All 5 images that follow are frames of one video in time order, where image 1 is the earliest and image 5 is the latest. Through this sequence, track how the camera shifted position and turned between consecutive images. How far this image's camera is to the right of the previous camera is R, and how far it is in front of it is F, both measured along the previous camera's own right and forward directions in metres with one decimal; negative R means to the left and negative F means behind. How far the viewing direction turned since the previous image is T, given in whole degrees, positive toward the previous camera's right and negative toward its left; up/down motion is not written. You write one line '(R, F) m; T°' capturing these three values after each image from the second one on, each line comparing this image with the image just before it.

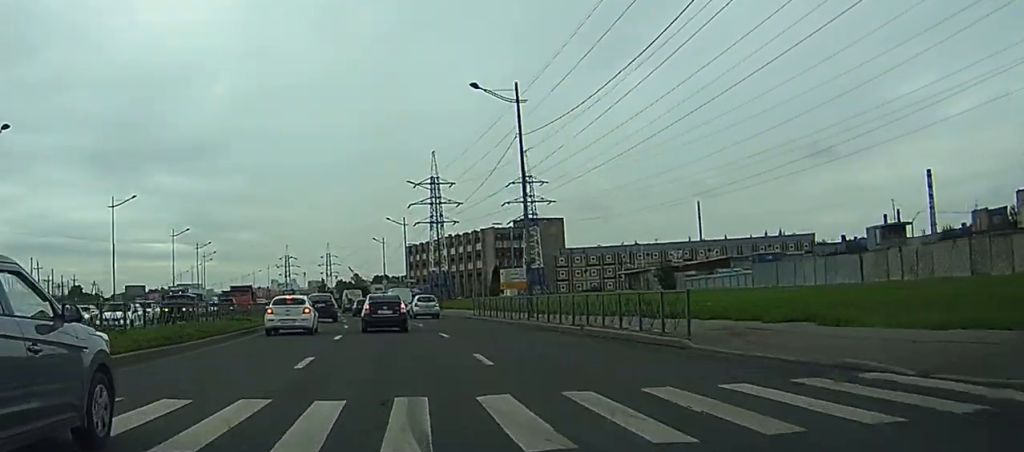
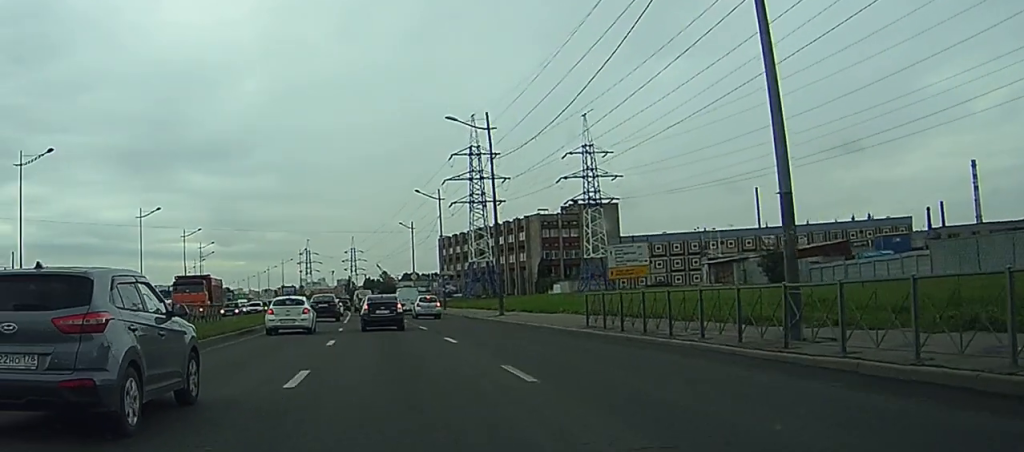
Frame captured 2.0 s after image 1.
(-0.5, +26.9) m; -2°
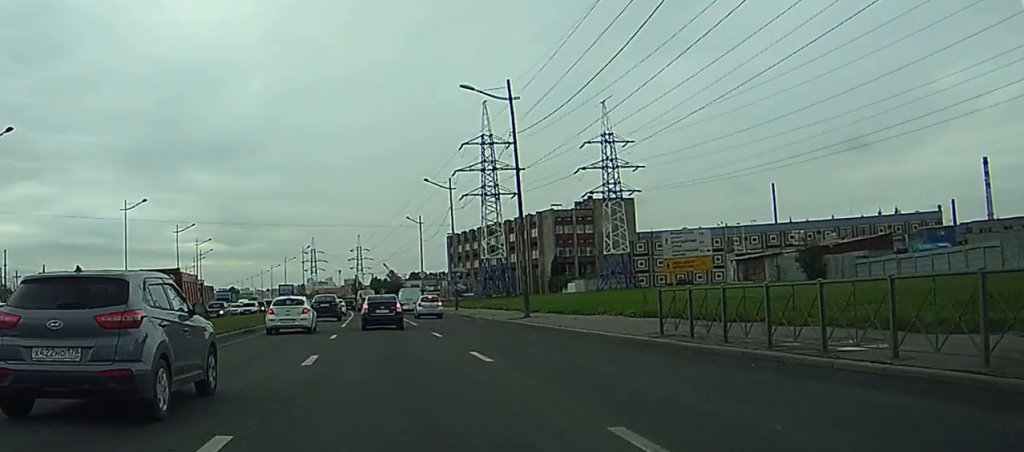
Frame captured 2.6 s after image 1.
(0.0, +7.6) m; -1°
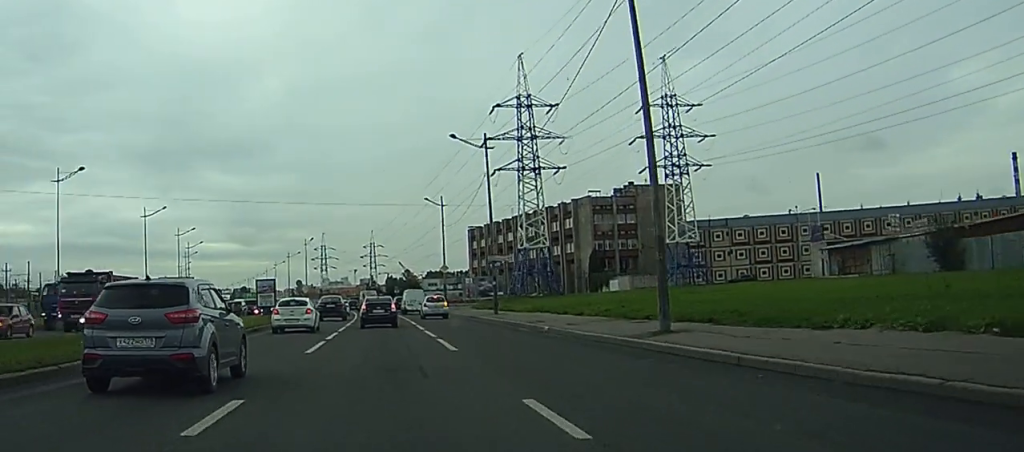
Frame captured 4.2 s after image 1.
(-0.2, +21.3) m; -1°
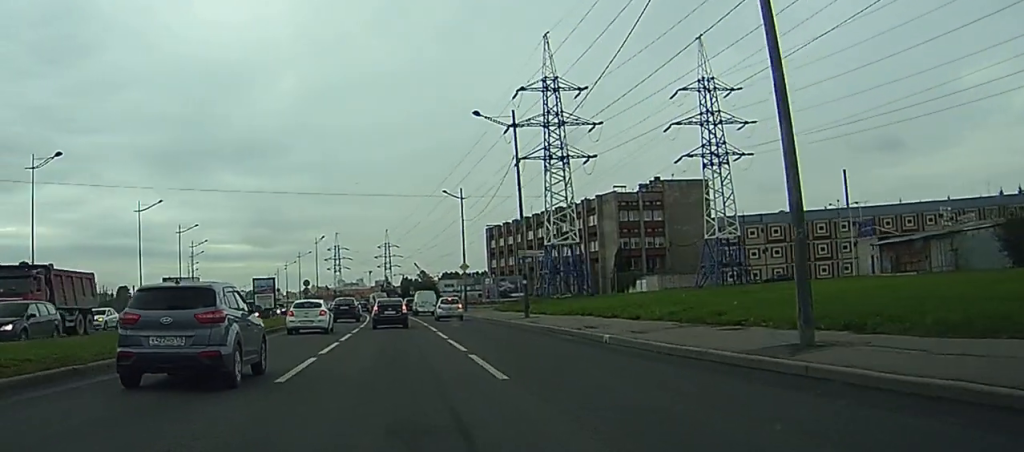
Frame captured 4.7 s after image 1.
(0.0, +7.6) m; 0°
